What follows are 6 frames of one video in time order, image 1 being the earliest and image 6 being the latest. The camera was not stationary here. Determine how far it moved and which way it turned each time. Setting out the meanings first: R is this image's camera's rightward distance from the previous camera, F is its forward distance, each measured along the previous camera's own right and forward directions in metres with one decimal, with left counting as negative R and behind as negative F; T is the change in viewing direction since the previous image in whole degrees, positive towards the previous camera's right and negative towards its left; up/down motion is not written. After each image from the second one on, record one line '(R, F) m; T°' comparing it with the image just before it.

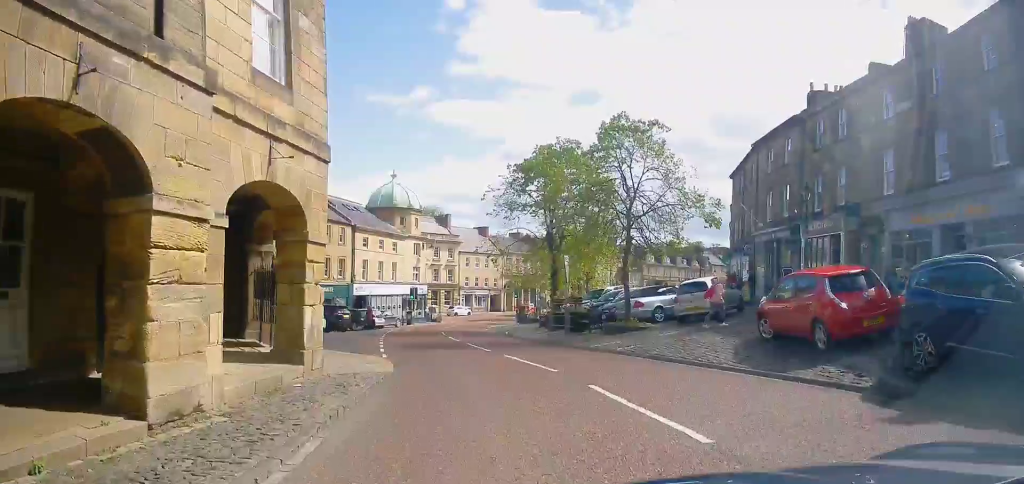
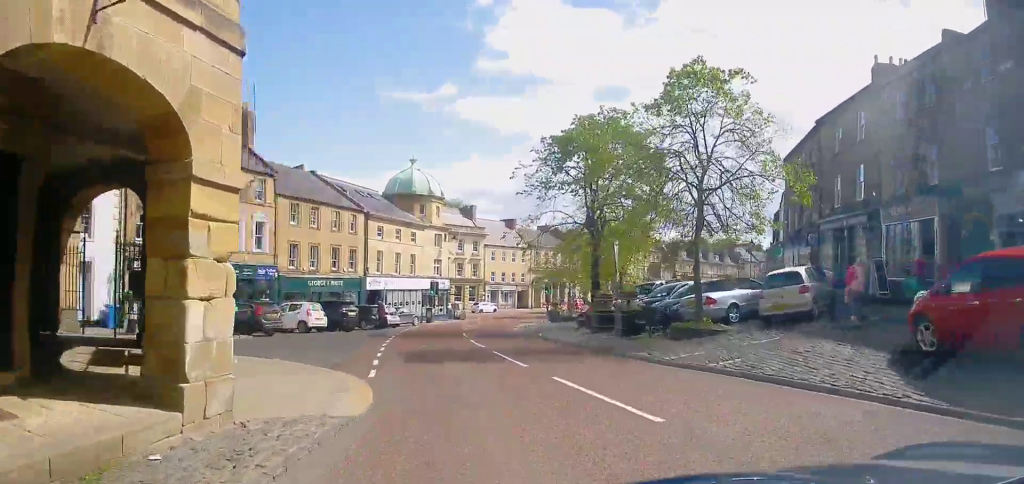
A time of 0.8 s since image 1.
(0.0, +5.1) m; 0°
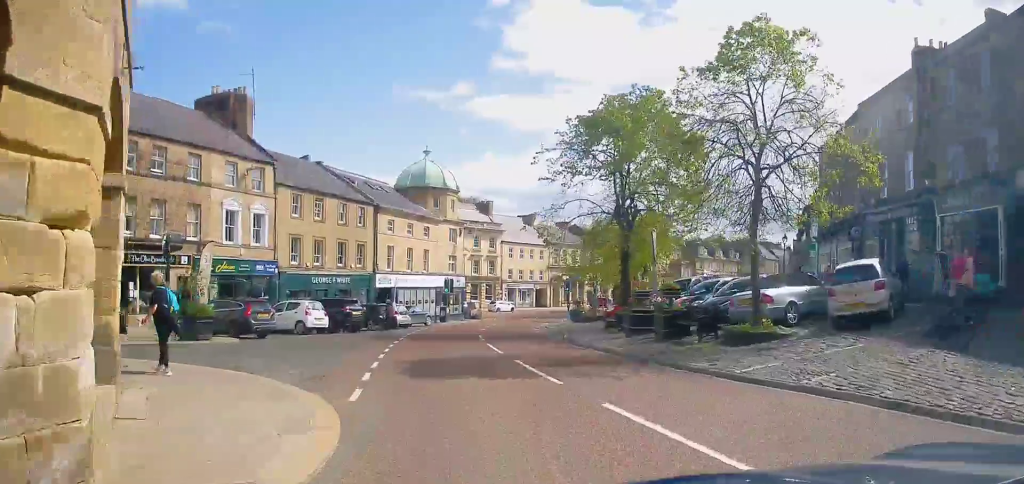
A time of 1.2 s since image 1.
(-0.2, +2.9) m; 0°
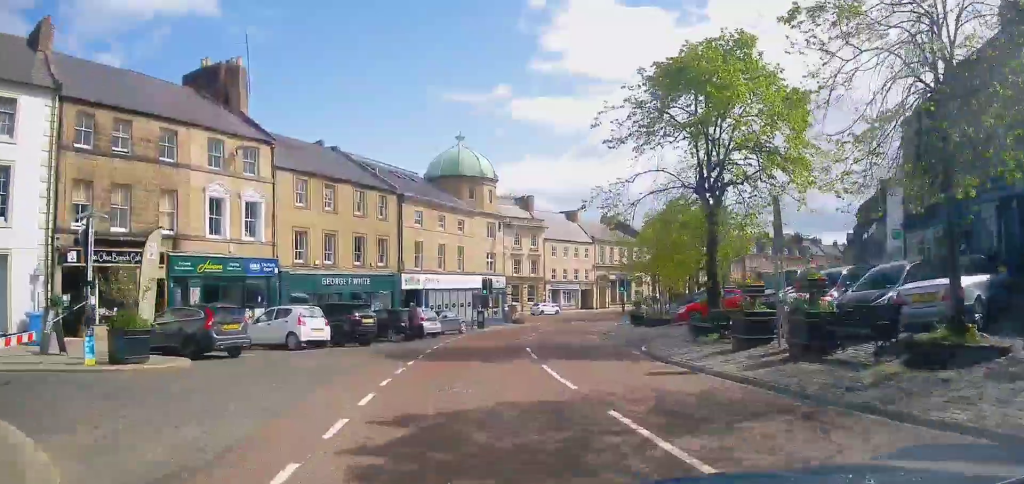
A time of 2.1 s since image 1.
(+0.3, +5.9) m; -3°
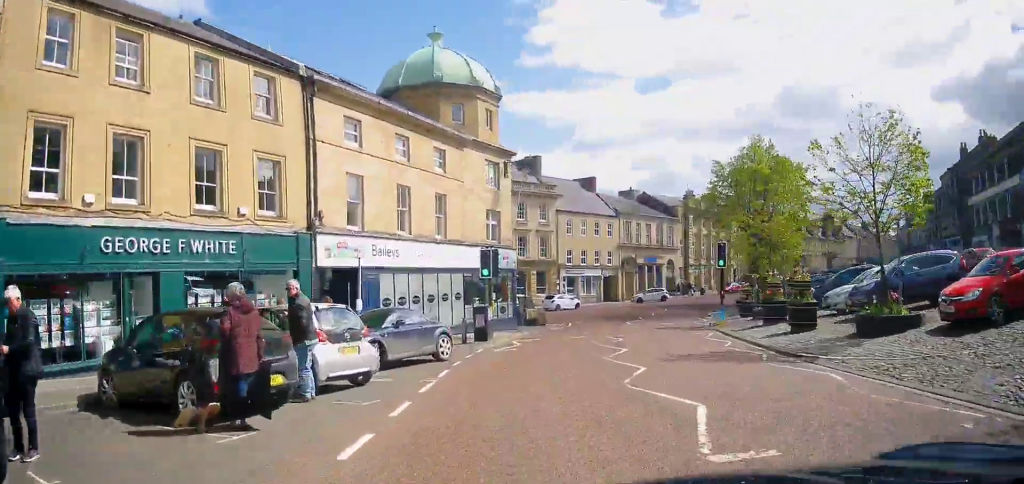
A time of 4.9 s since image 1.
(-2.3, +17.6) m; -8°
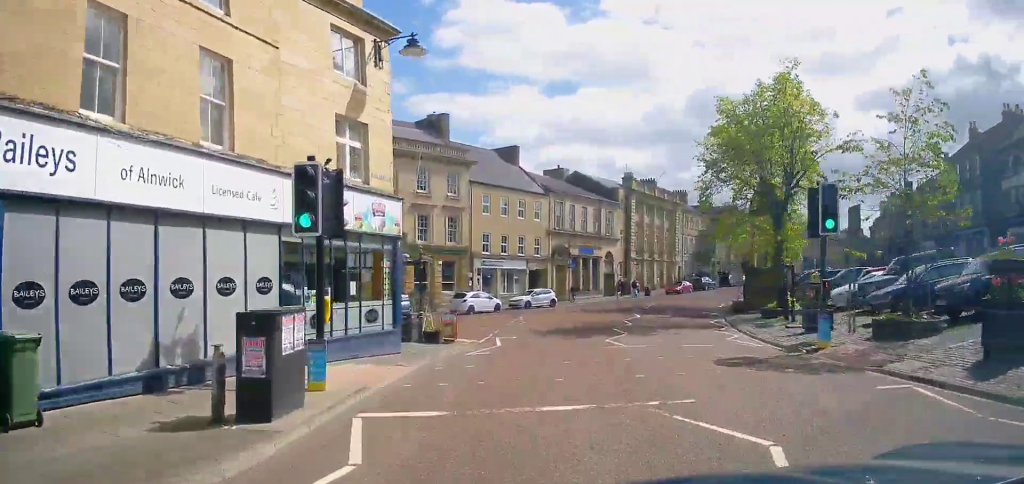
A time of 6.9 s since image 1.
(+1.2, +14.0) m; +8°
